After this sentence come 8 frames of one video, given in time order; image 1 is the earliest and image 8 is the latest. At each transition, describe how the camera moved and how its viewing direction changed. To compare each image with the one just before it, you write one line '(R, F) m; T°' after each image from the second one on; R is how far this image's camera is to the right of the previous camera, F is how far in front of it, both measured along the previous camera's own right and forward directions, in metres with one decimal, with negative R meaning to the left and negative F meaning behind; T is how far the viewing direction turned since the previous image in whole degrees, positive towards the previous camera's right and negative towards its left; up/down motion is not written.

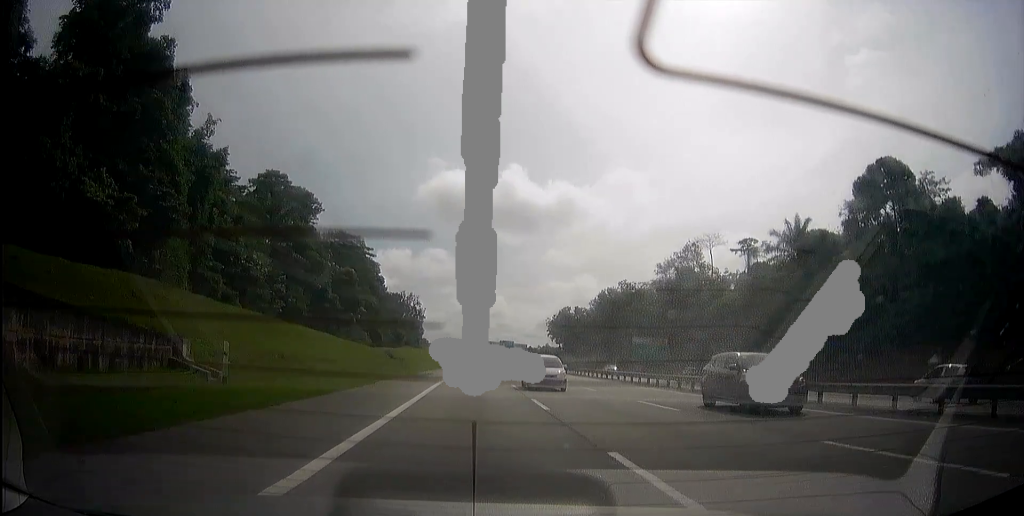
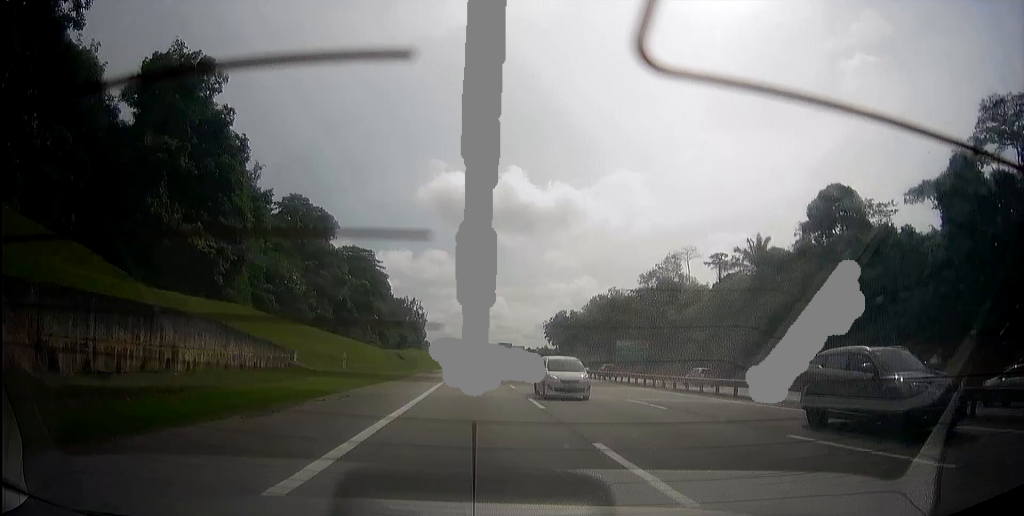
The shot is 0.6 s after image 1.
(0.0, +12.0) m; 0°
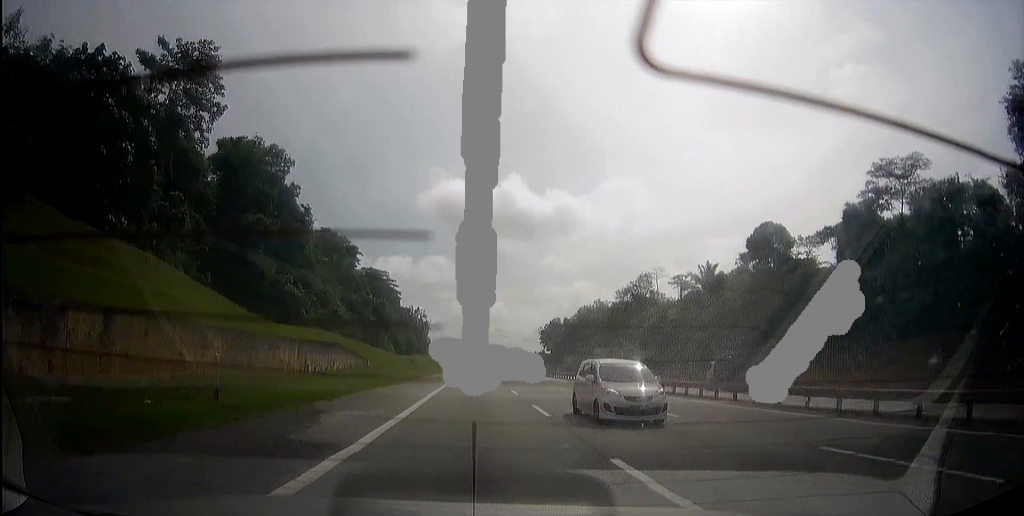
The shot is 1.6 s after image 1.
(0.0, +23.3) m; 0°
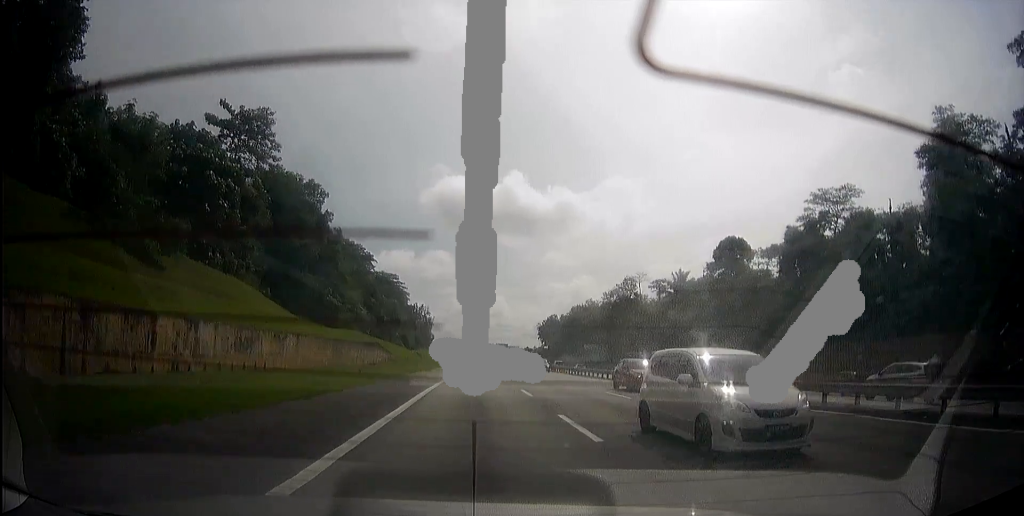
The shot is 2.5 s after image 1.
(0.0, +18.1) m; 0°
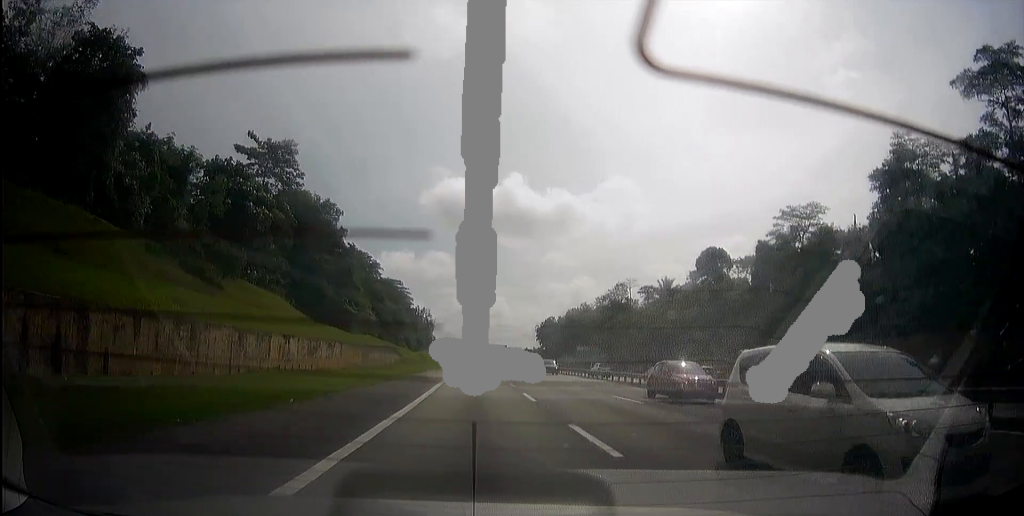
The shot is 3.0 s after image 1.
(0.0, +10.3) m; 0°
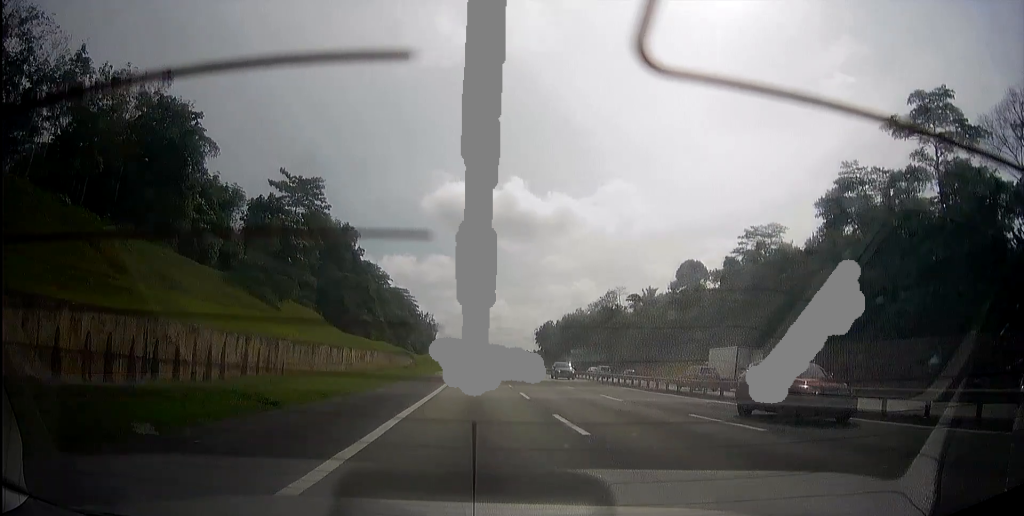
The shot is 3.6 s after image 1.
(0.0, +14.6) m; 0°
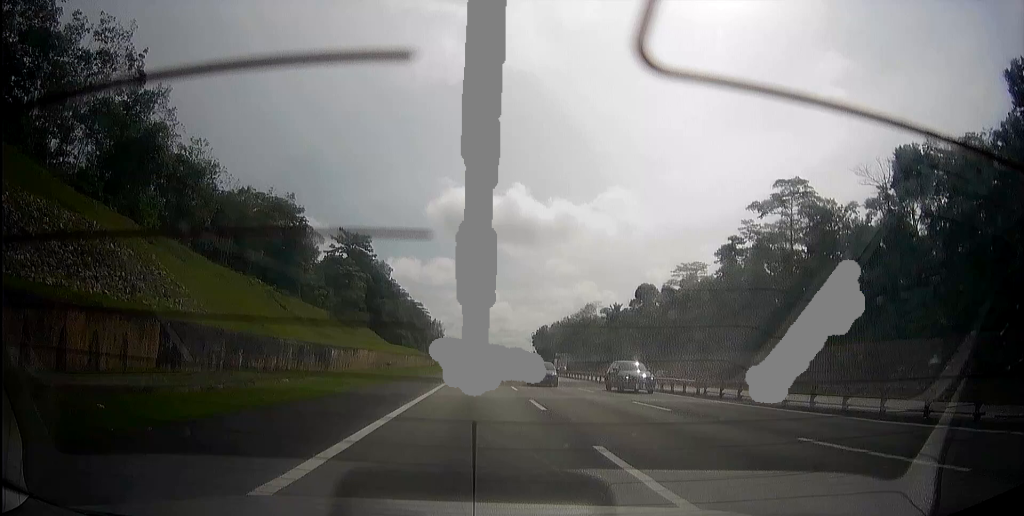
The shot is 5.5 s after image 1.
(+0.2, +40.3) m; 0°
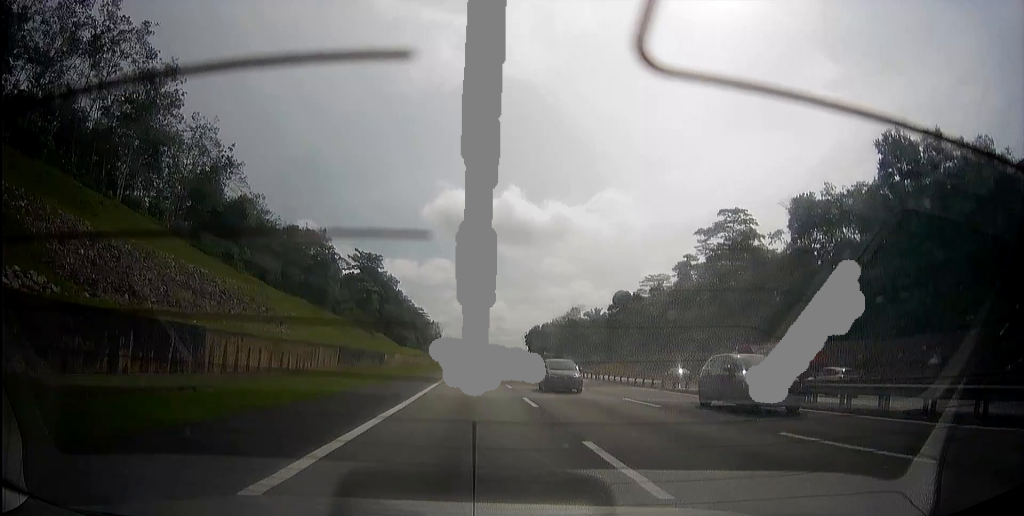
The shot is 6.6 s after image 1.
(-0.1, +23.2) m; 0°
